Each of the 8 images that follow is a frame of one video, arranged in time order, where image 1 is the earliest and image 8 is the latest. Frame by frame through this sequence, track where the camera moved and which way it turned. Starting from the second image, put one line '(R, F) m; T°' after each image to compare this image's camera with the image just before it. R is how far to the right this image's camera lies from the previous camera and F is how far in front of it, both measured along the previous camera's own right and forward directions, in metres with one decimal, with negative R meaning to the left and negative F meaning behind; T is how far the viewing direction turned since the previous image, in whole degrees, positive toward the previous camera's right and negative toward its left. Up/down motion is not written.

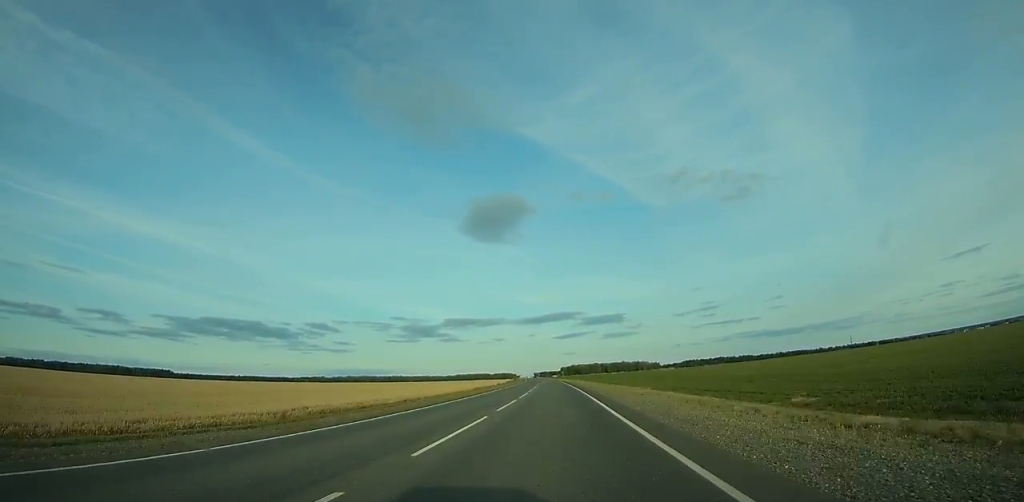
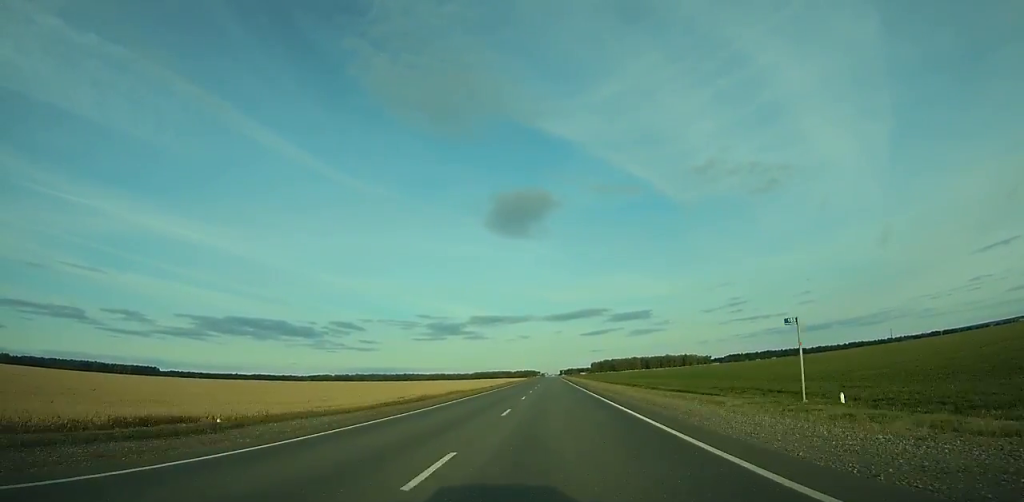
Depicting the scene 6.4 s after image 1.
(-3.1, +176.0) m; -2°
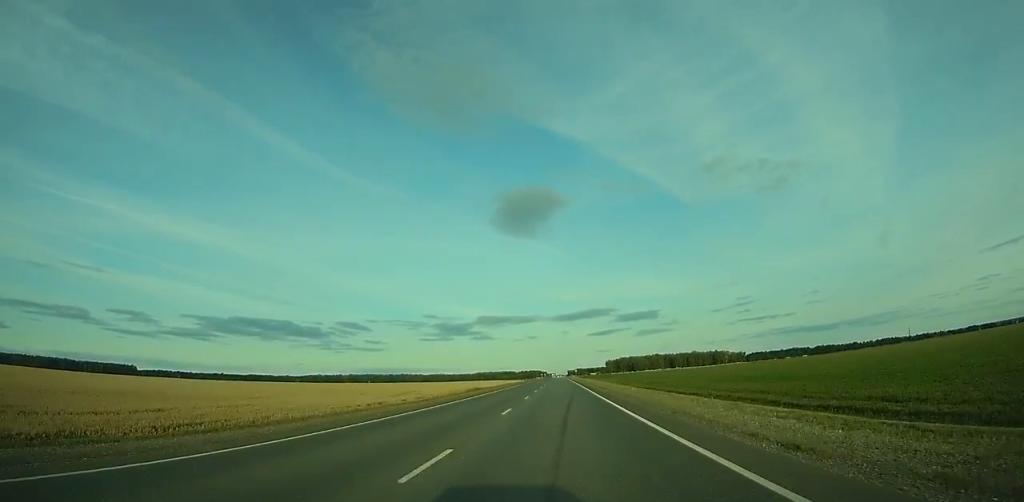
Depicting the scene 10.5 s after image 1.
(-1.3, +120.7) m; -1°
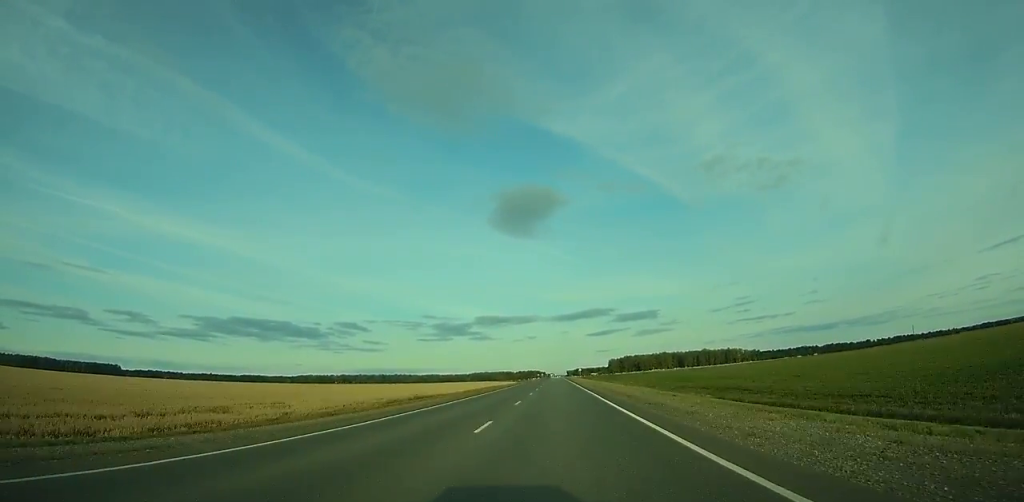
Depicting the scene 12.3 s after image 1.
(-0.1, +53.1) m; 0°
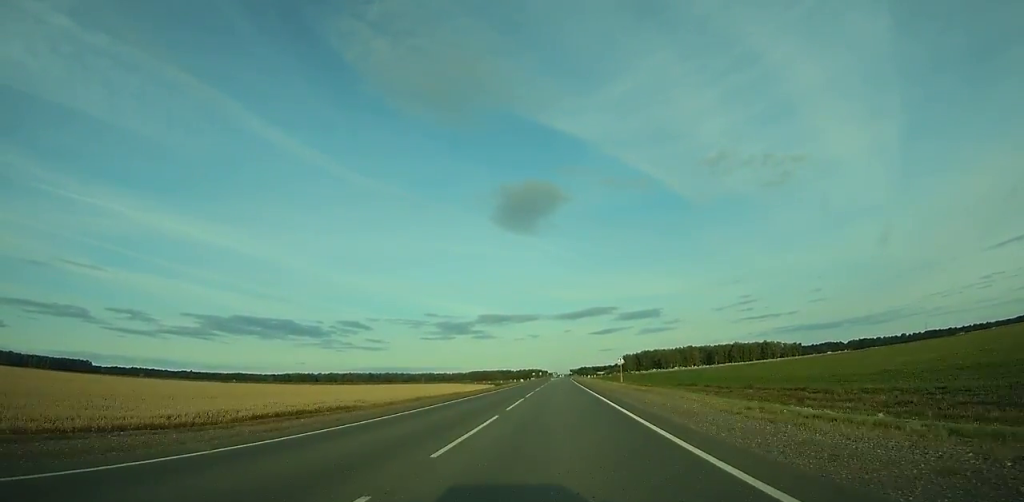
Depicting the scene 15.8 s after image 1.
(0.0, +104.7) m; 0°
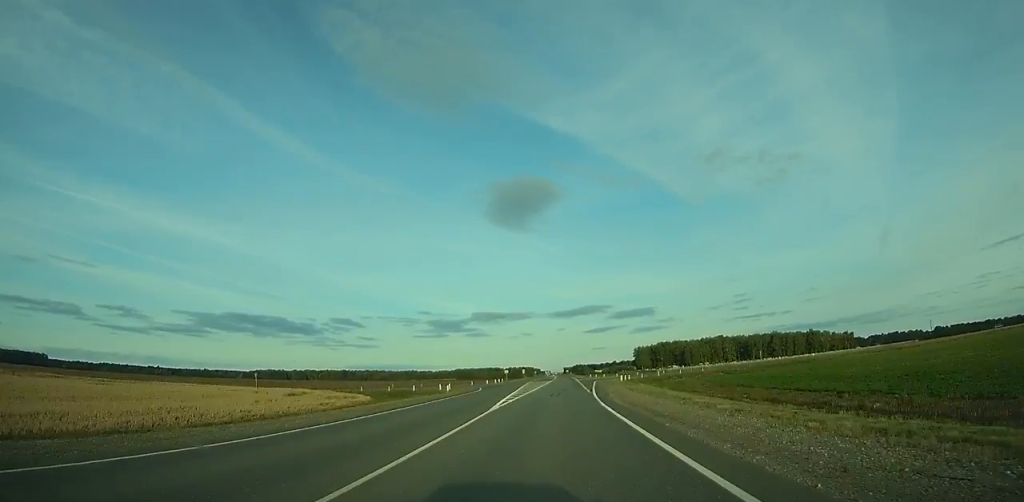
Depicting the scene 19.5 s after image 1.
(+0.2, +113.7) m; 0°
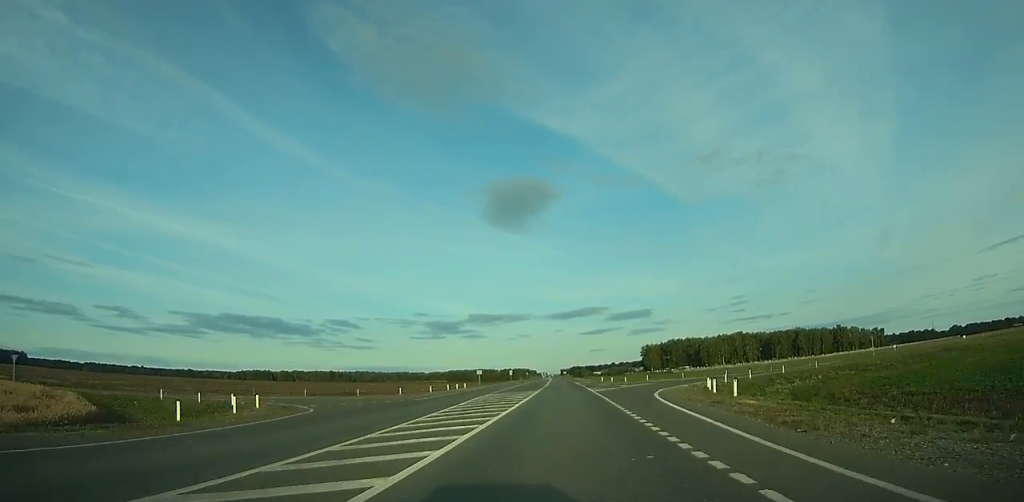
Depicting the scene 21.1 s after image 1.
(+0.1, +48.1) m; 0°
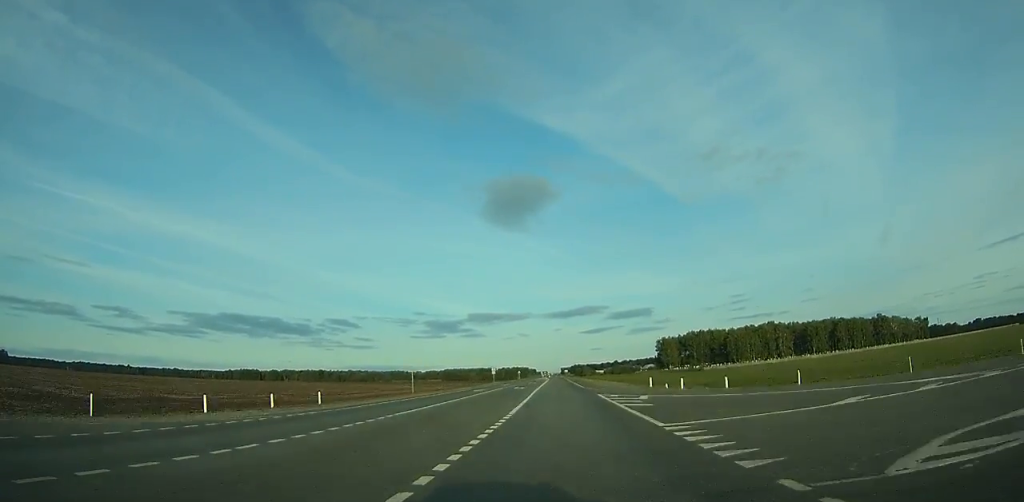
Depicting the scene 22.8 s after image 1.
(0.0, +50.9) m; 0°
